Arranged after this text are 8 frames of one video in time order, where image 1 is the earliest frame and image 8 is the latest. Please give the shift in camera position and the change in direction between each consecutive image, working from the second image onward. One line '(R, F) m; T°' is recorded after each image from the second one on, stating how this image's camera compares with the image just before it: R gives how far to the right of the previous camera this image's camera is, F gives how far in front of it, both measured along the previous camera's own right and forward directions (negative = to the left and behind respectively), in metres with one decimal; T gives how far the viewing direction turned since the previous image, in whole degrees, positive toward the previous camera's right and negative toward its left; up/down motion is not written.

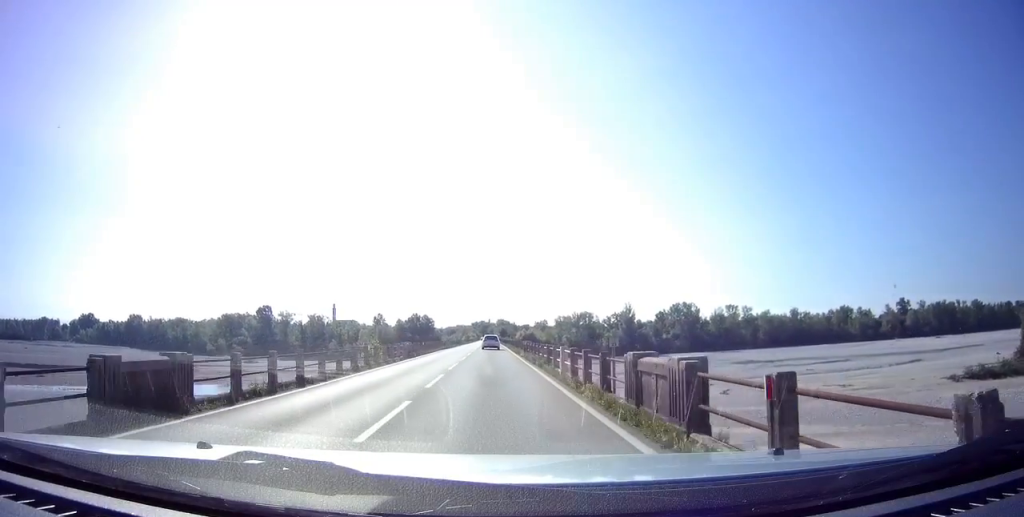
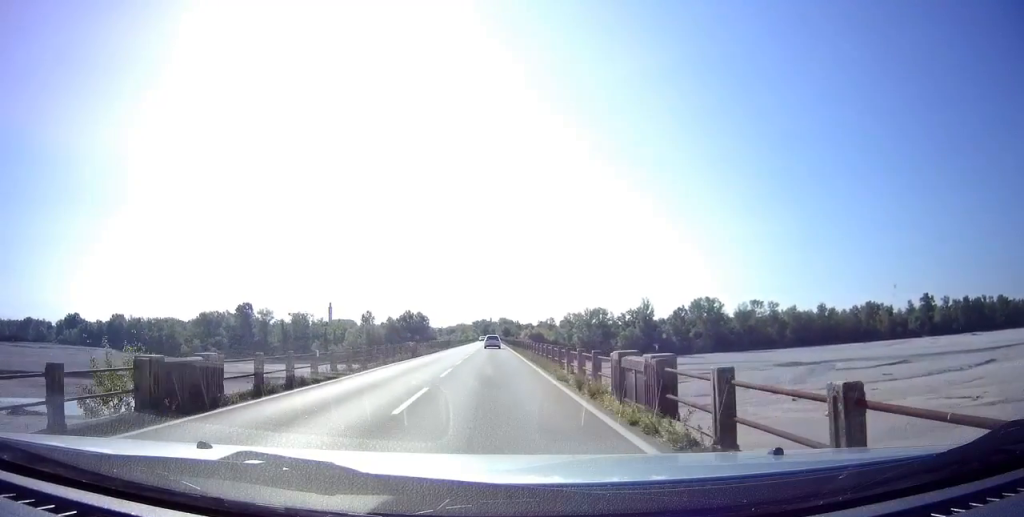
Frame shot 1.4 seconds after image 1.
(+0.1, +27.1) m; 0°
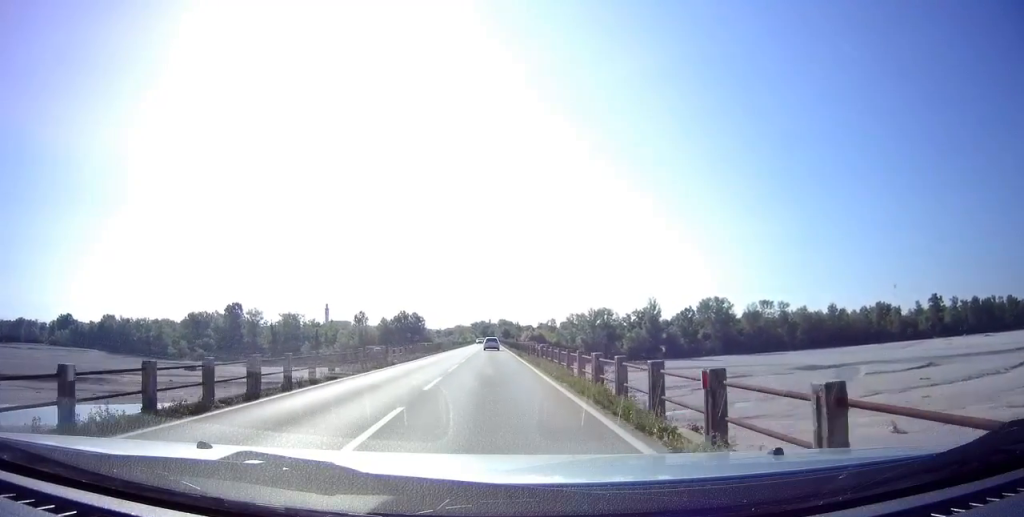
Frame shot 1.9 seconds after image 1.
(0.0, +10.0) m; 0°
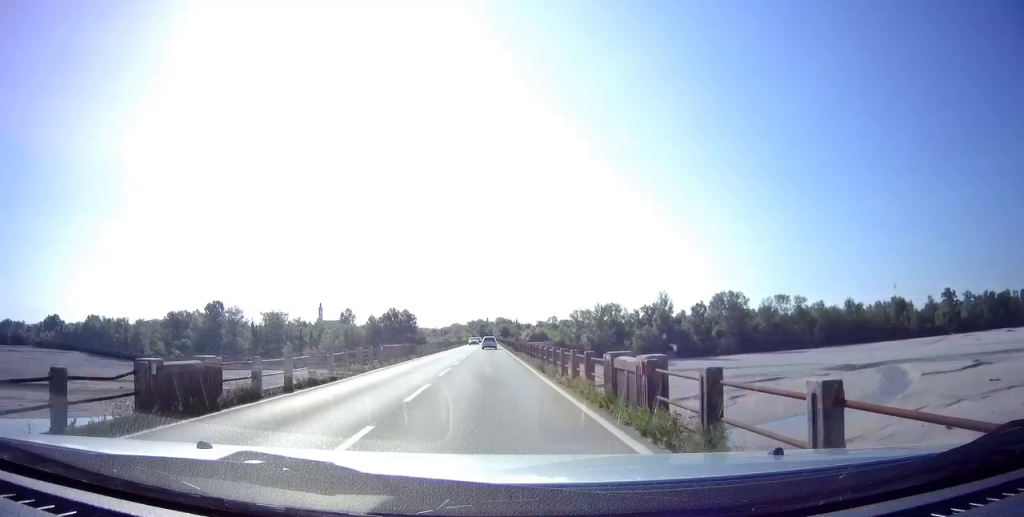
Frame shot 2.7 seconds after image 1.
(0.0, +16.8) m; 0°
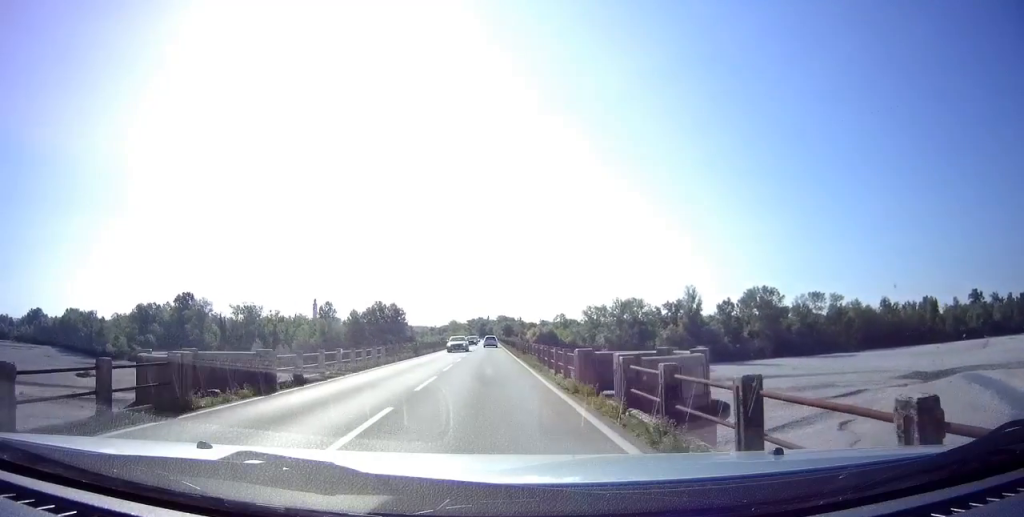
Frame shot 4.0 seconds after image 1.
(-0.2, +27.2) m; -1°
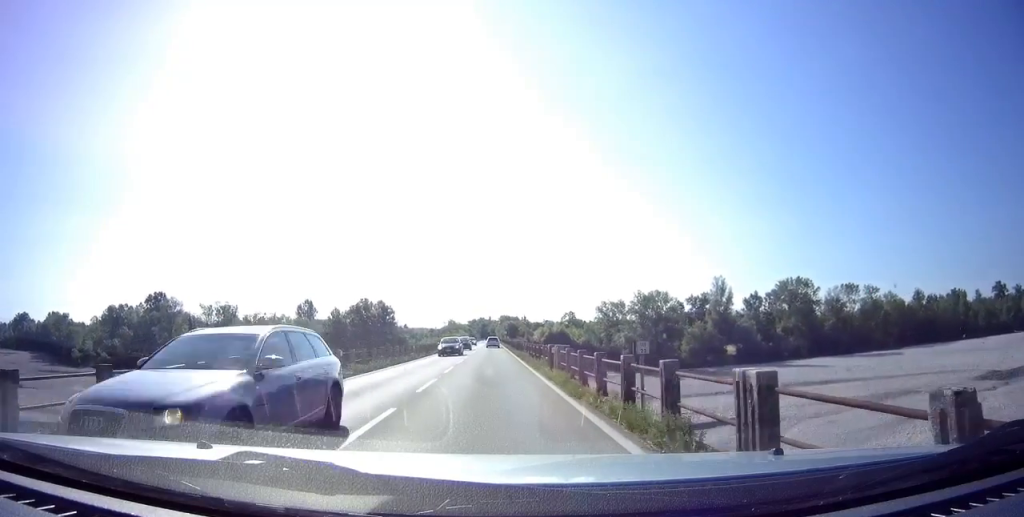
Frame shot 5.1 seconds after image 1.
(-0.1, +21.3) m; 0°
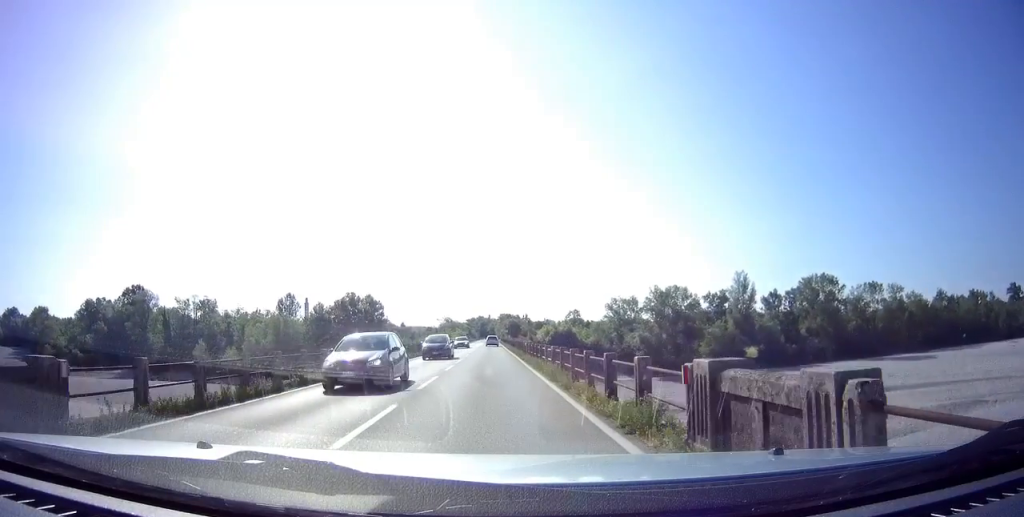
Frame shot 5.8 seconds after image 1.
(+0.1, +14.5) m; +1°
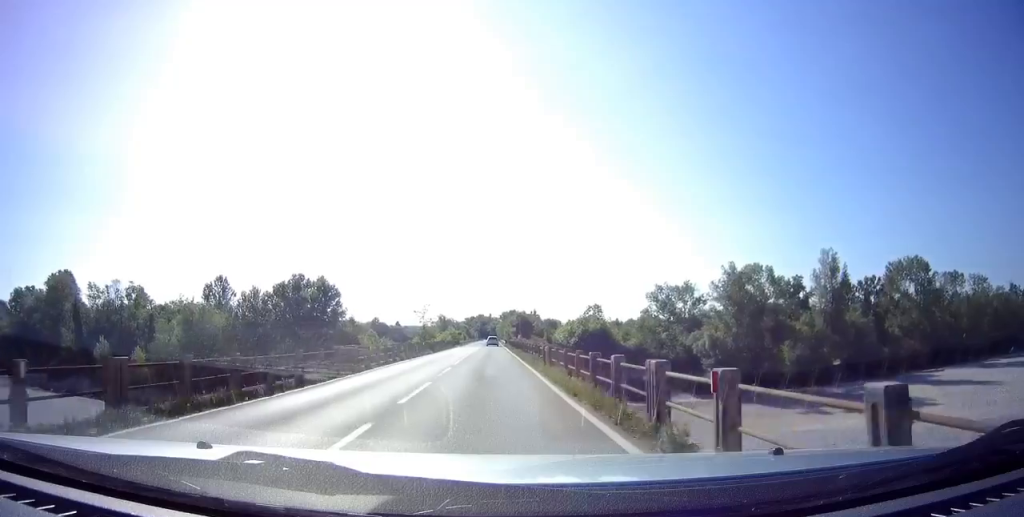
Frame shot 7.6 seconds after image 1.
(0.0, +38.3) m; -1°
